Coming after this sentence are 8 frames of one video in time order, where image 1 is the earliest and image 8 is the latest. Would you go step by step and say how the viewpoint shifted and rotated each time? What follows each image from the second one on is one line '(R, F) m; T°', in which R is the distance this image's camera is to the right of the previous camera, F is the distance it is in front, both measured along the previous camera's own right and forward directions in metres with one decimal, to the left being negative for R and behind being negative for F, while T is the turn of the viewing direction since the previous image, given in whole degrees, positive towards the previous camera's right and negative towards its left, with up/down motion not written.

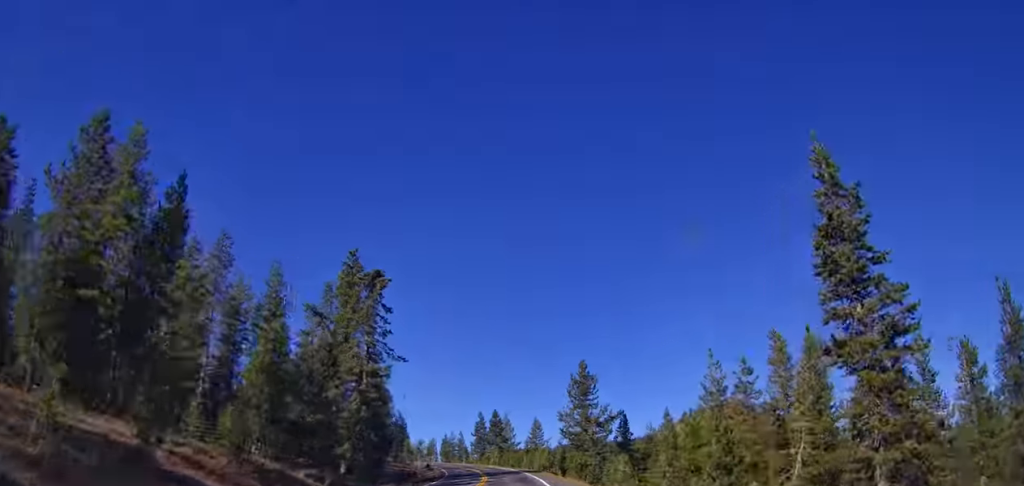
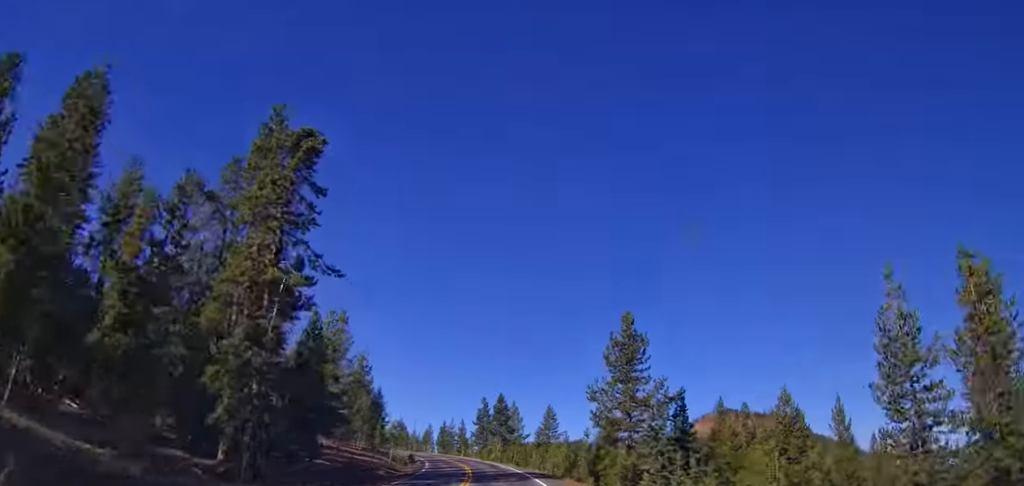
(-0.2, +19.3) m; -1°
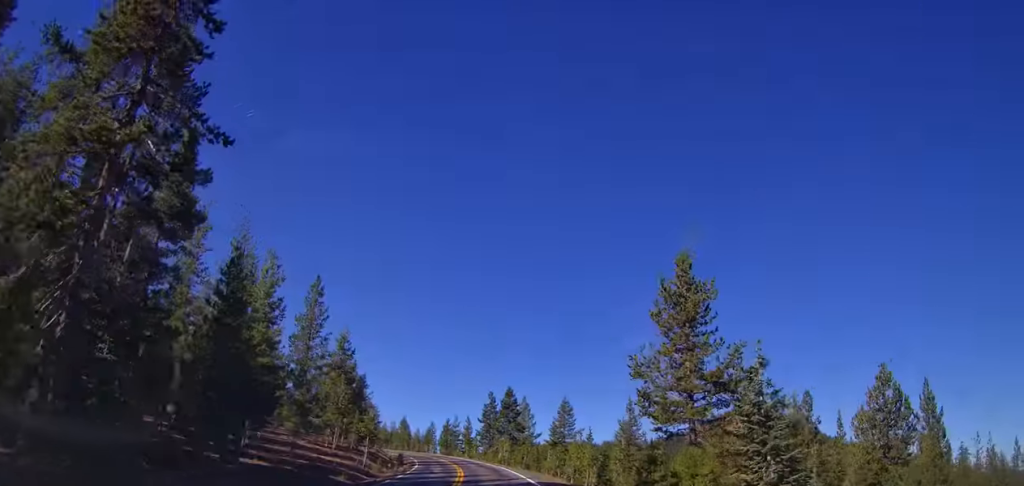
(-0.1, +12.0) m; -1°
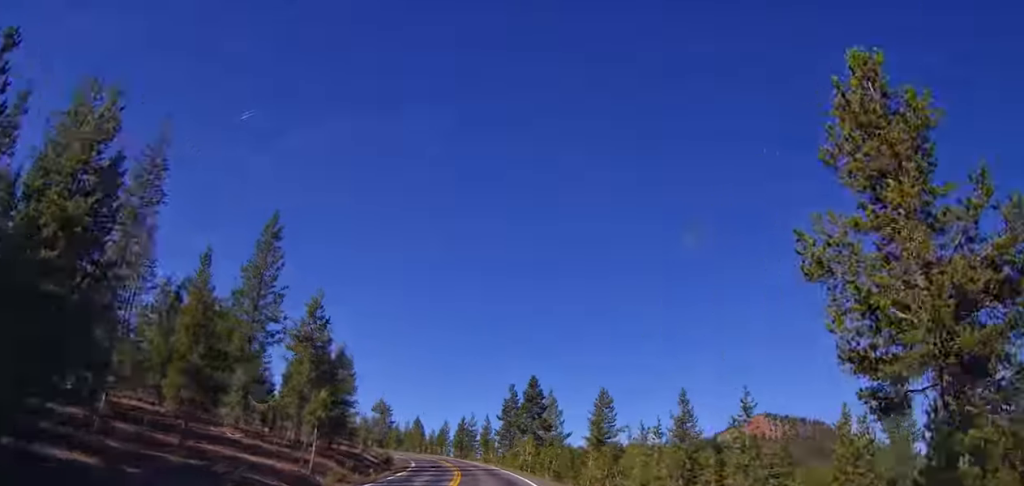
(0.0, +15.2) m; 0°
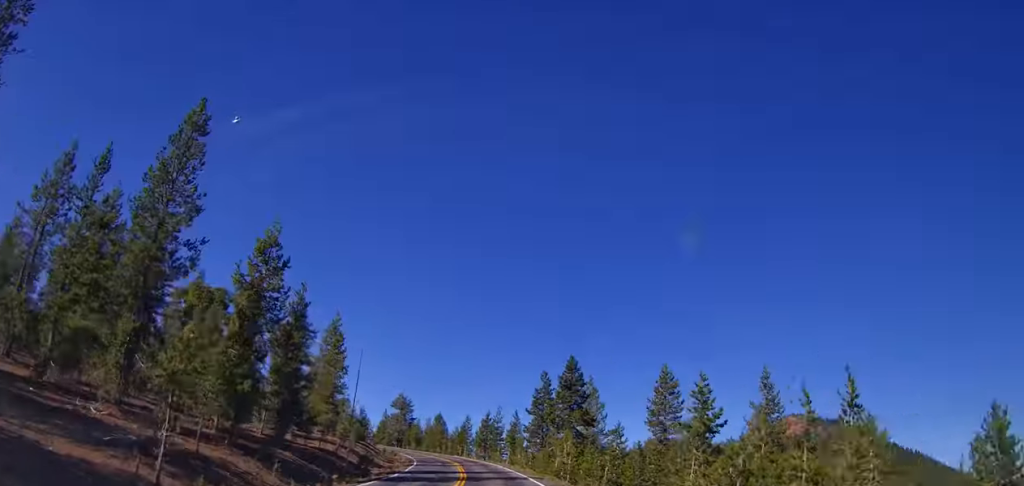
(0.0, +14.6) m; 0°
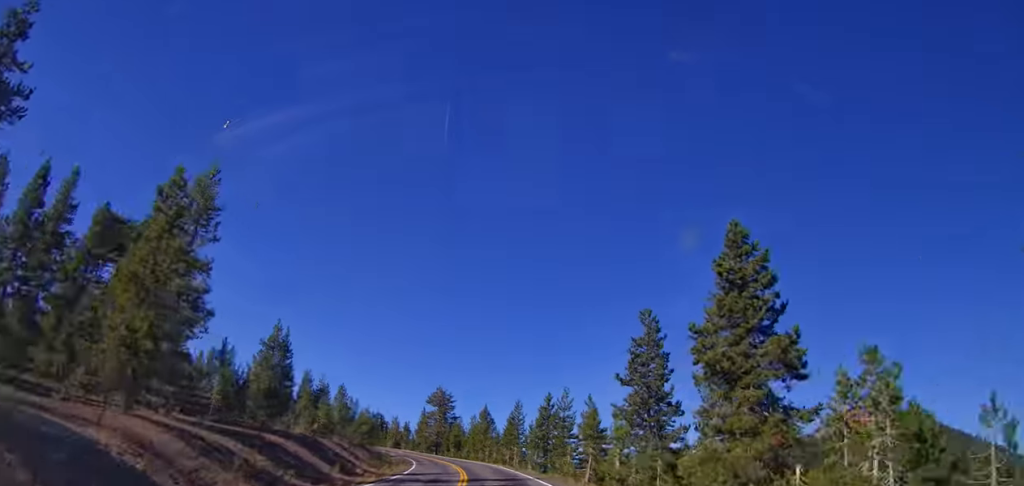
(0.0, +33.1) m; 0°
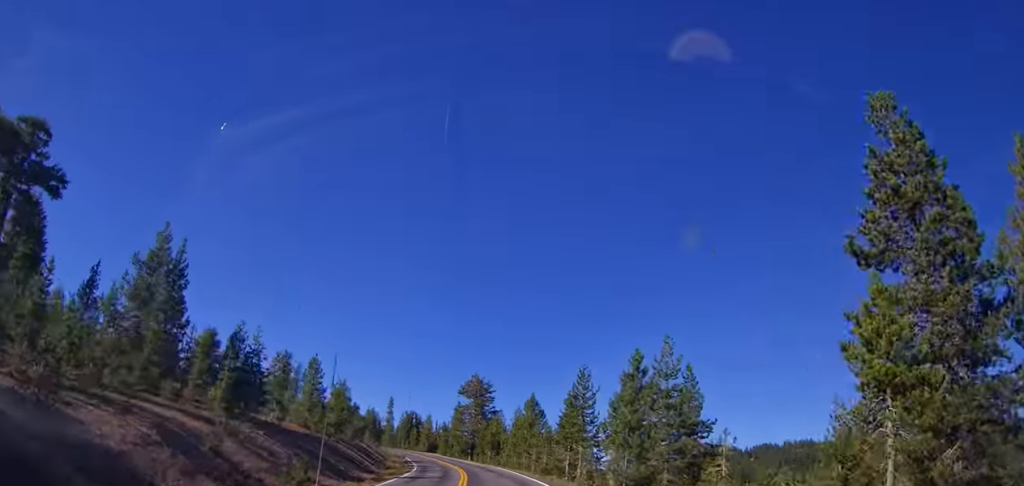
(-0.1, +25.6) m; -5°
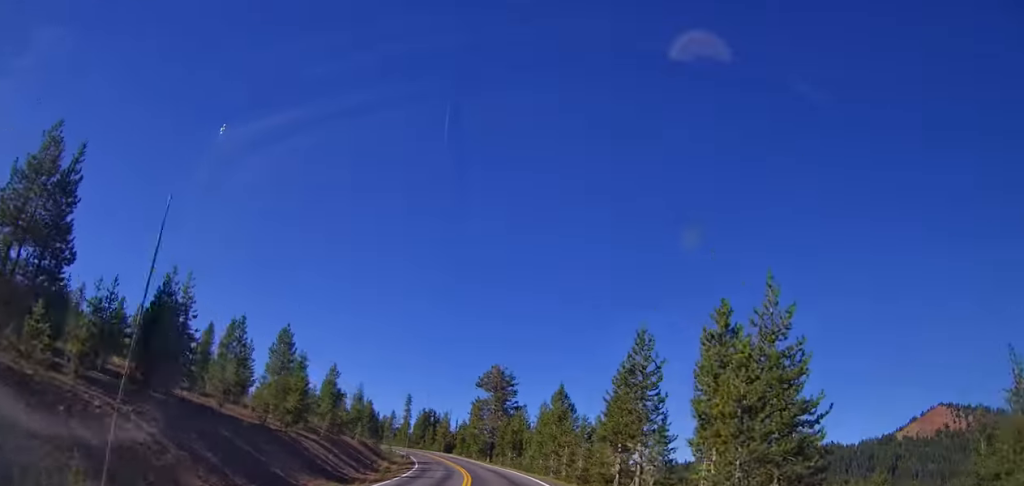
(-0.3, +11.5) m; -5°
